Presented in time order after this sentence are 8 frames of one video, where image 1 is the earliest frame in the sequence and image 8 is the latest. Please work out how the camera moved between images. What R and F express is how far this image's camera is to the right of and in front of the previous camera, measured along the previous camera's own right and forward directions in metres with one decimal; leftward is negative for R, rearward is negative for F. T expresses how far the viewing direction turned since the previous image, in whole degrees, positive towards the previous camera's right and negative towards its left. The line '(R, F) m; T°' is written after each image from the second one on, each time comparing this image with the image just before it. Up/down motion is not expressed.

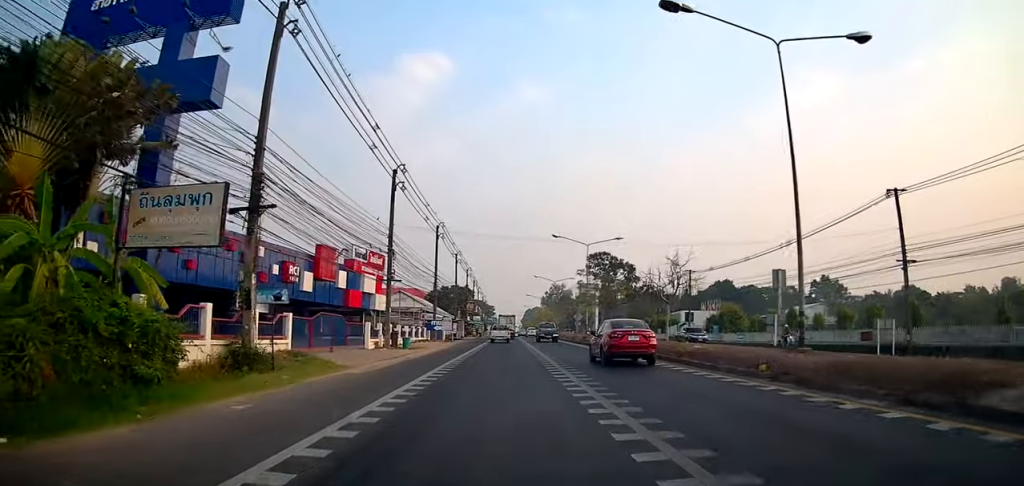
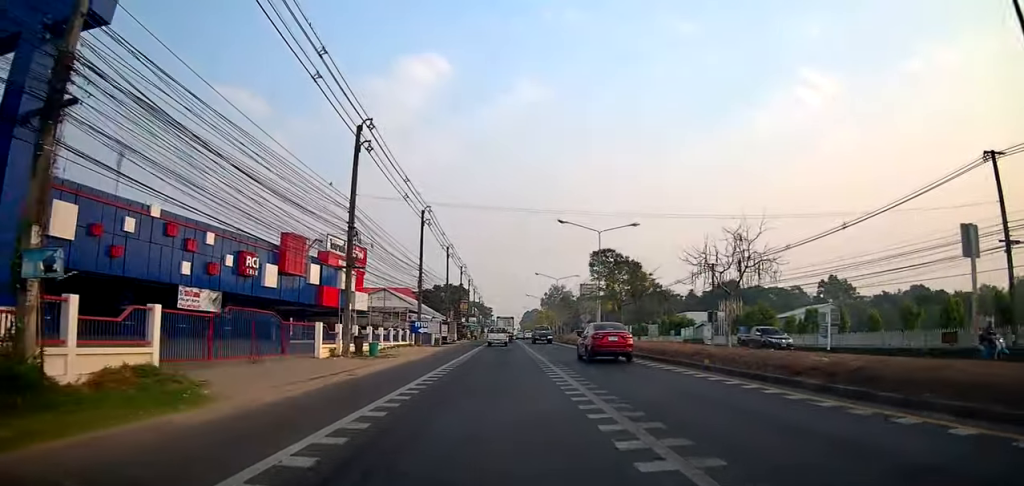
(0.0, +8.4) m; 0°
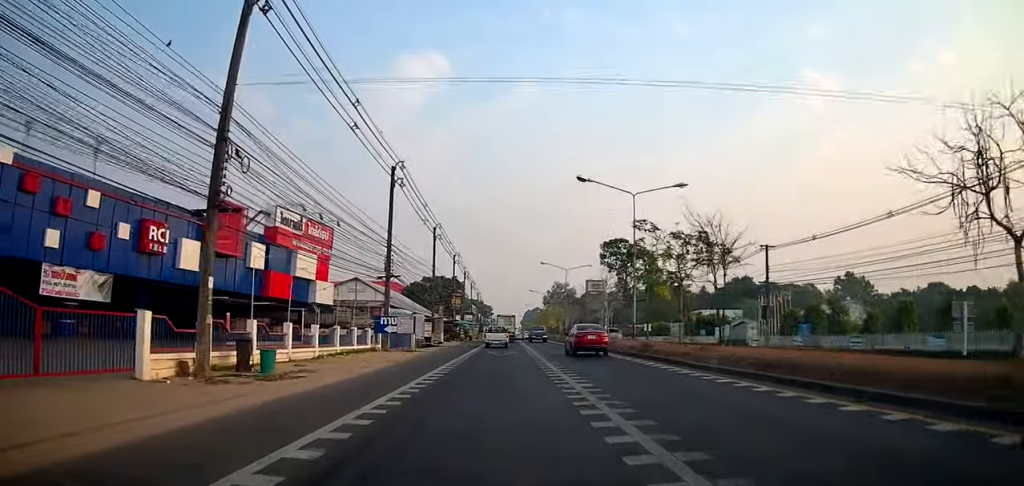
(0.0, +12.7) m; 0°
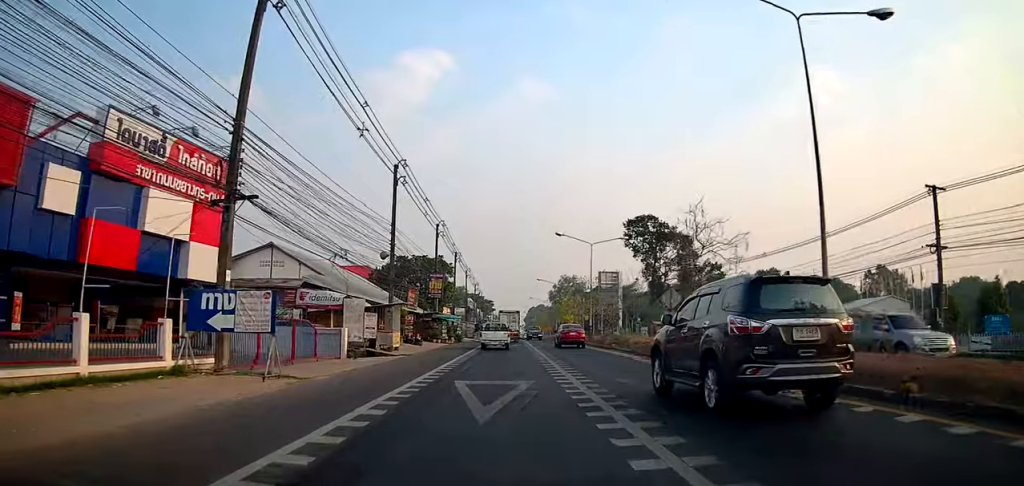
(0.0, +21.0) m; 0°
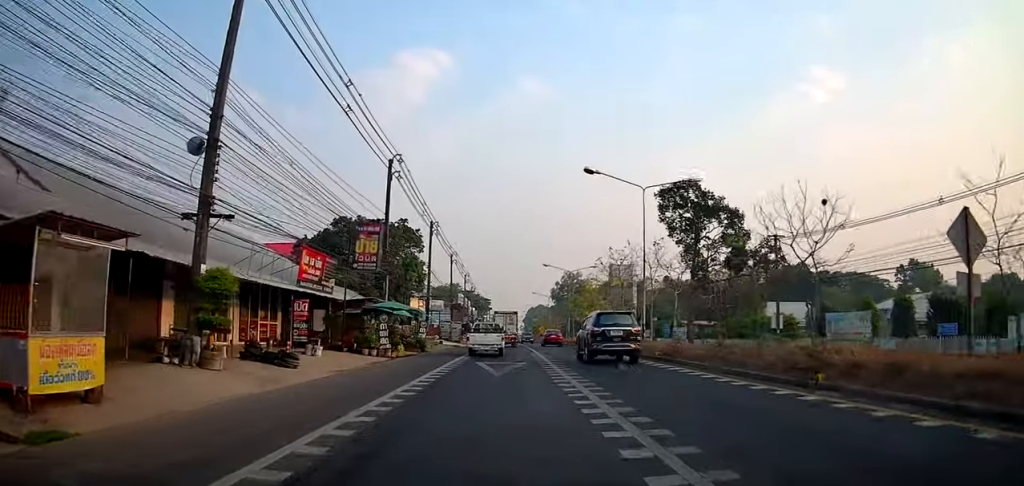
(0.0, +22.2) m; 0°
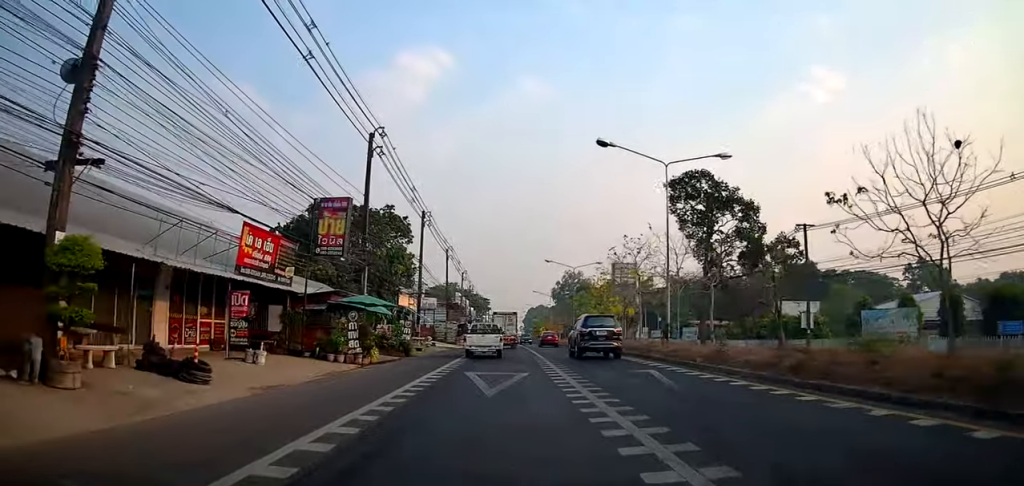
(0.0, +4.9) m; 0°
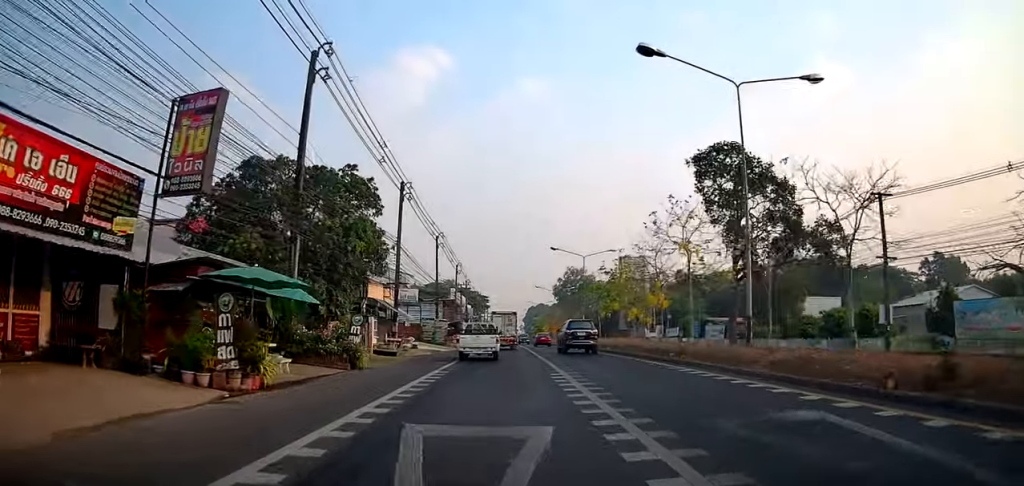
(0.0, +9.4) m; 0°
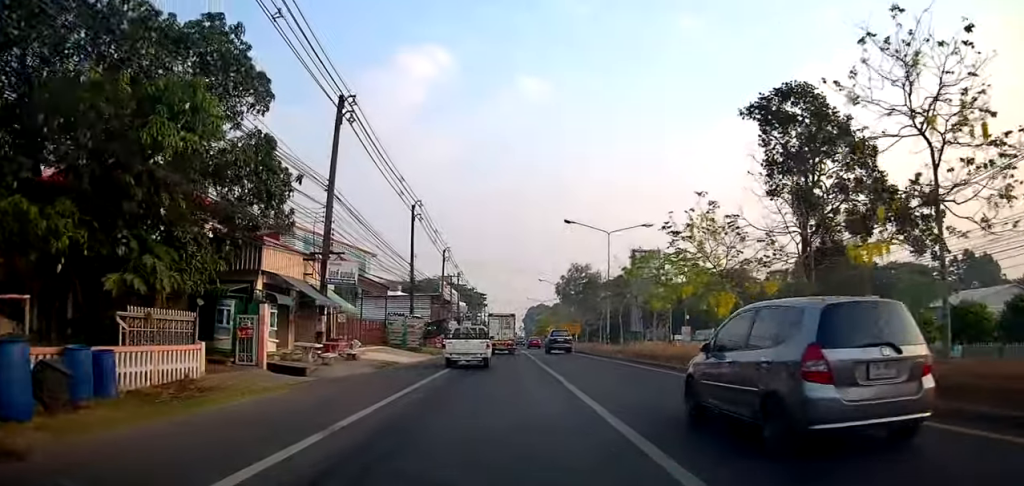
(0.0, +14.8) m; -3°
